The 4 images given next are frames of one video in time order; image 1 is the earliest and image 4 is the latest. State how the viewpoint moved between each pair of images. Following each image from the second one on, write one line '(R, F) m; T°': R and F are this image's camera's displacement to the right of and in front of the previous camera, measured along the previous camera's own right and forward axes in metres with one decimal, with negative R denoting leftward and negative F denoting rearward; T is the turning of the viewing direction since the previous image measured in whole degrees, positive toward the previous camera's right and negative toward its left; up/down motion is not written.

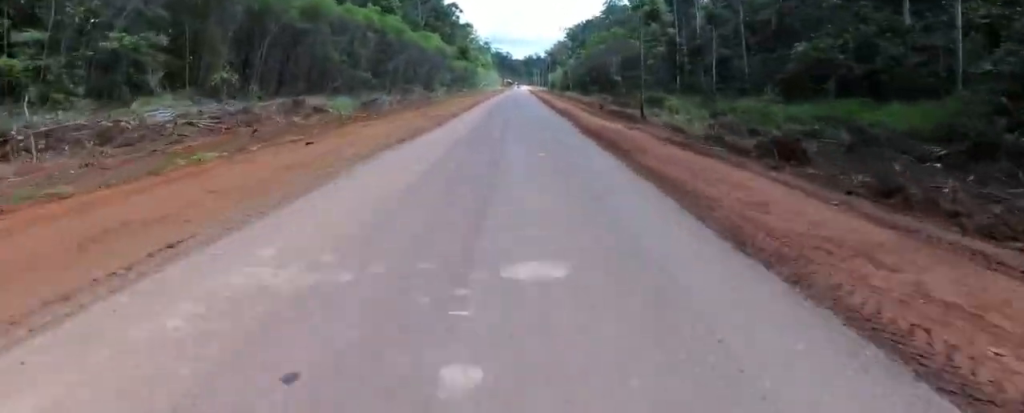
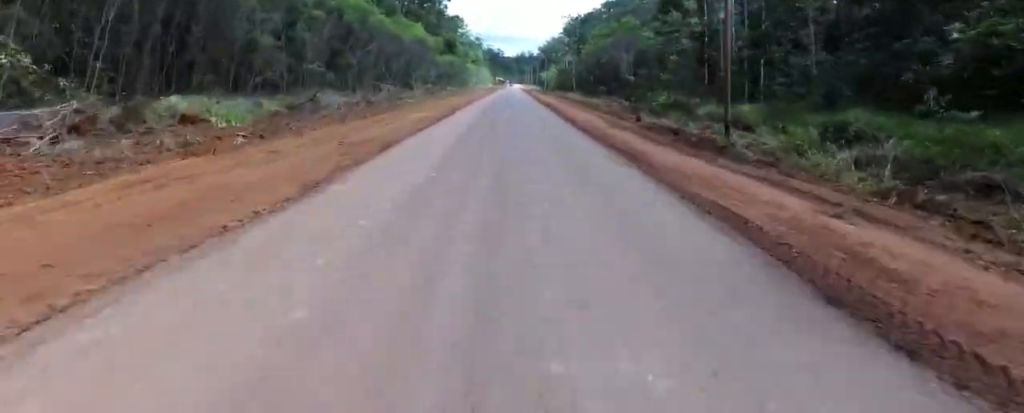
(+0.1, +13.4) m; 0°
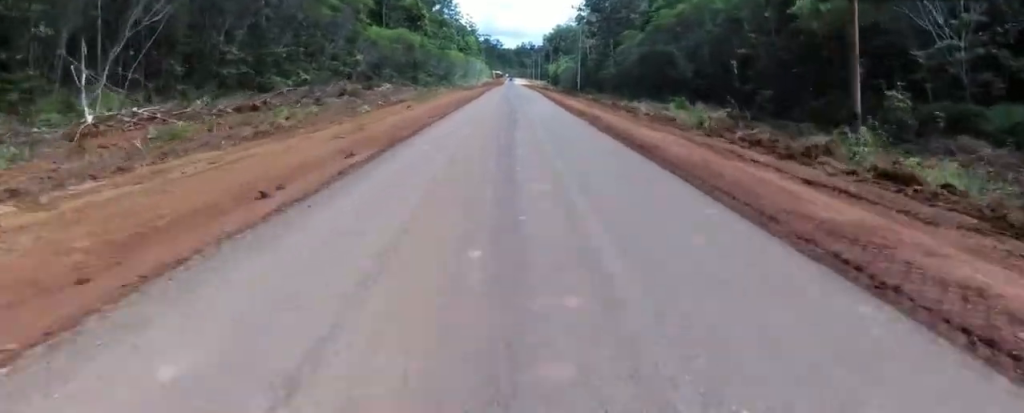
(+4.0, +57.4) m; +5°
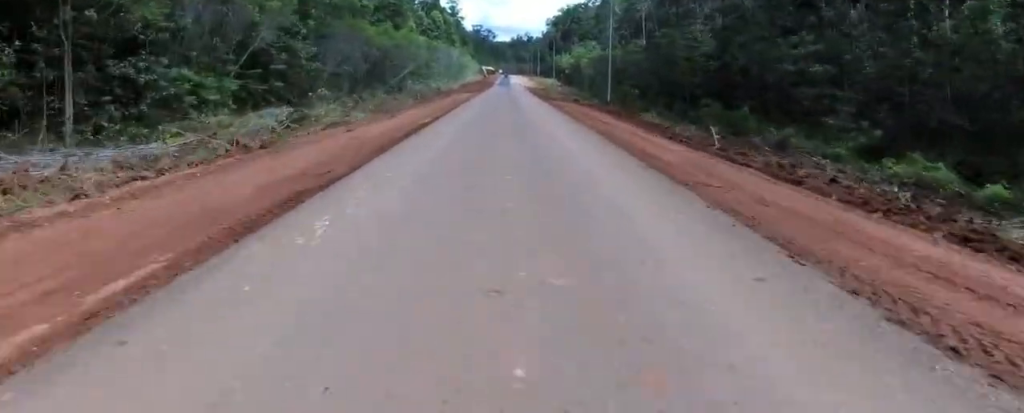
(-1.5, +69.6) m; 0°
